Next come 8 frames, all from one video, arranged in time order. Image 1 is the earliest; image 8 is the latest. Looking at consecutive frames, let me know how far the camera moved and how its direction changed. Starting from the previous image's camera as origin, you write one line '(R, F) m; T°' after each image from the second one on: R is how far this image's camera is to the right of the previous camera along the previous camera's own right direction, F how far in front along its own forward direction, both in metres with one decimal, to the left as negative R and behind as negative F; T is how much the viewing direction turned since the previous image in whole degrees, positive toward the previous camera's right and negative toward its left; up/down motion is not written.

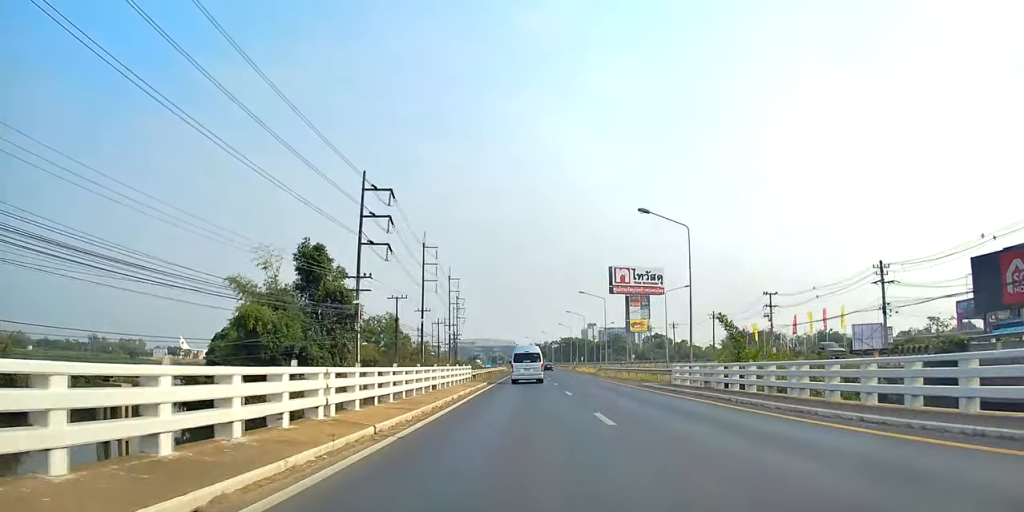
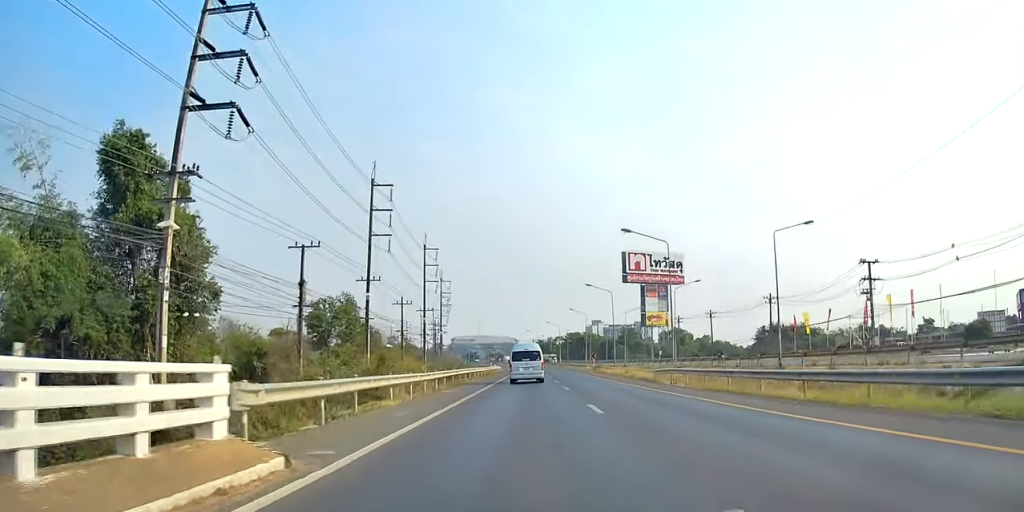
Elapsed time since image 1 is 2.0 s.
(-0.2, +33.5) m; +1°
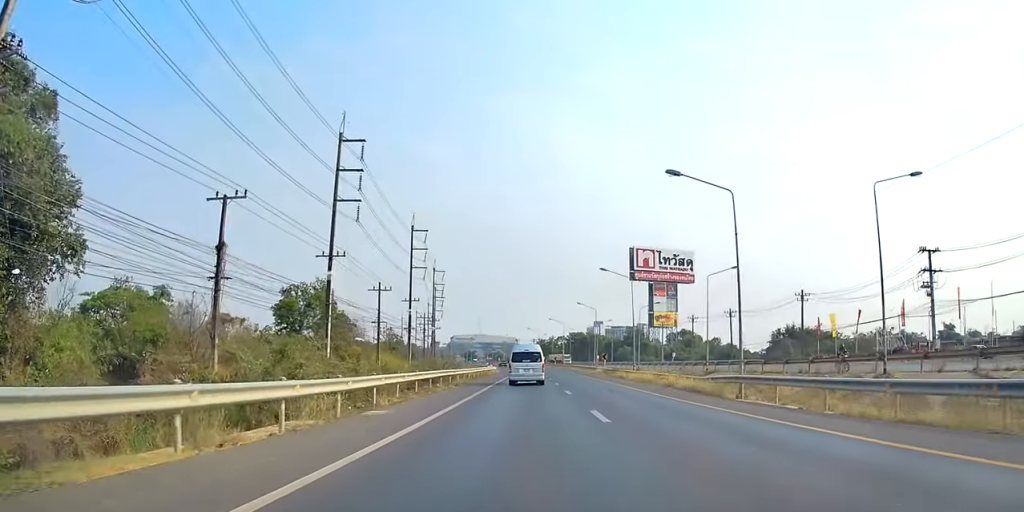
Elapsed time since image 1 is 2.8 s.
(+0.3, +13.4) m; 0°
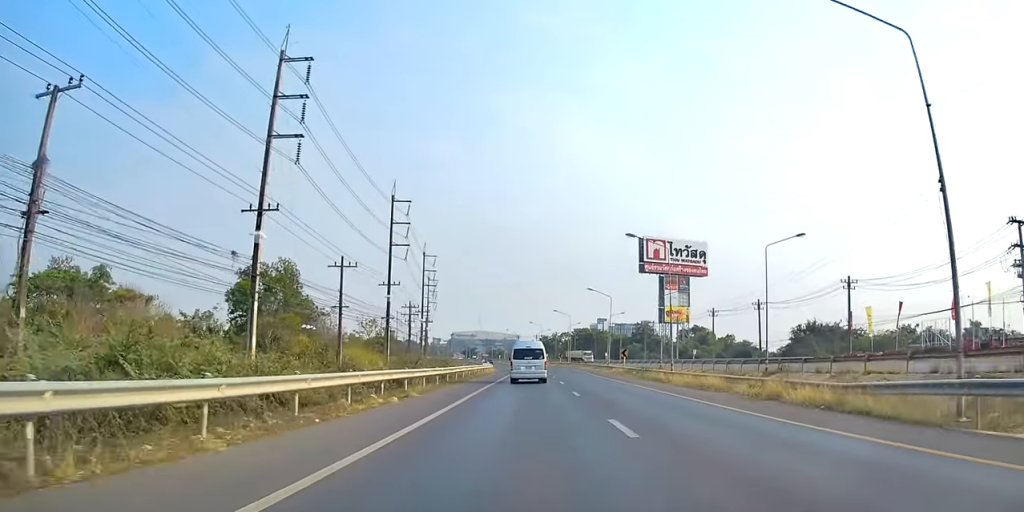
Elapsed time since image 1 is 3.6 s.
(-0.1, +14.6) m; -2°
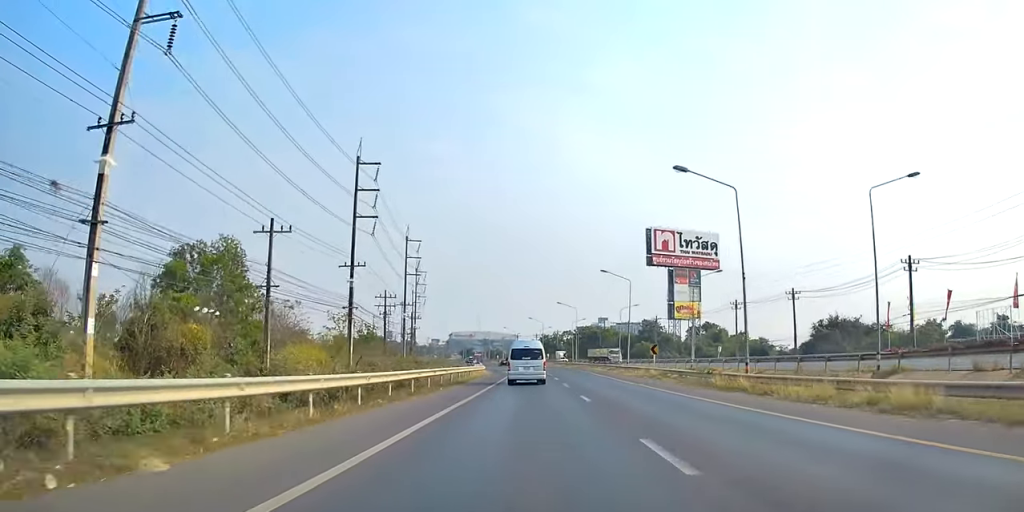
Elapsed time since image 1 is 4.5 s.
(-0.7, +15.5) m; 0°
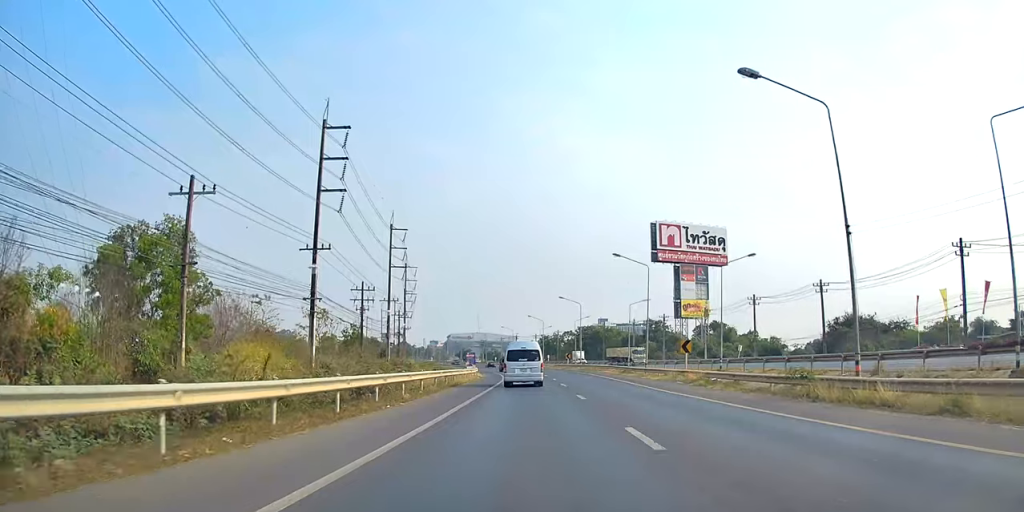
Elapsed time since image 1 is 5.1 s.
(+0.4, +10.4) m; 0°
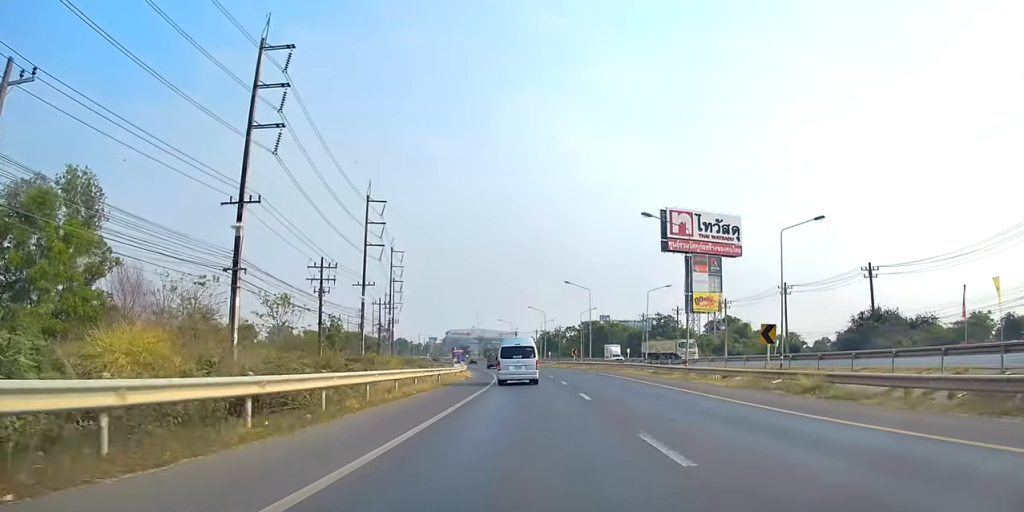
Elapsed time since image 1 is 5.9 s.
(-0.1, +13.7) m; -1°
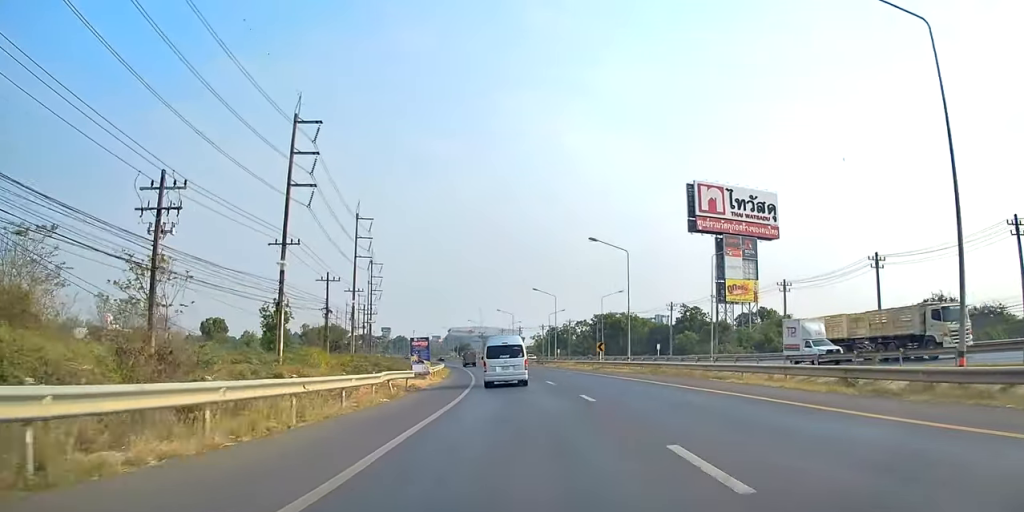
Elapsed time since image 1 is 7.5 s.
(-0.6, +26.1) m; +1°
